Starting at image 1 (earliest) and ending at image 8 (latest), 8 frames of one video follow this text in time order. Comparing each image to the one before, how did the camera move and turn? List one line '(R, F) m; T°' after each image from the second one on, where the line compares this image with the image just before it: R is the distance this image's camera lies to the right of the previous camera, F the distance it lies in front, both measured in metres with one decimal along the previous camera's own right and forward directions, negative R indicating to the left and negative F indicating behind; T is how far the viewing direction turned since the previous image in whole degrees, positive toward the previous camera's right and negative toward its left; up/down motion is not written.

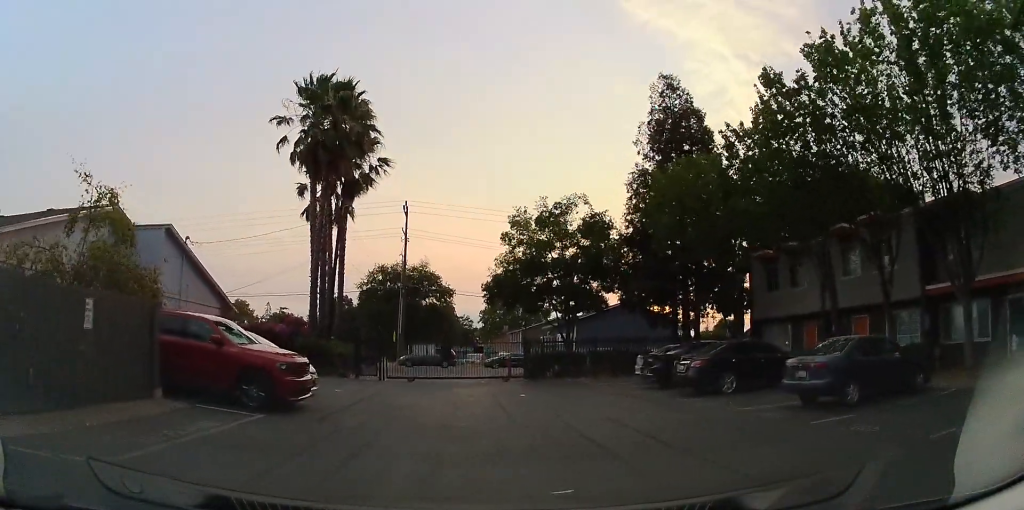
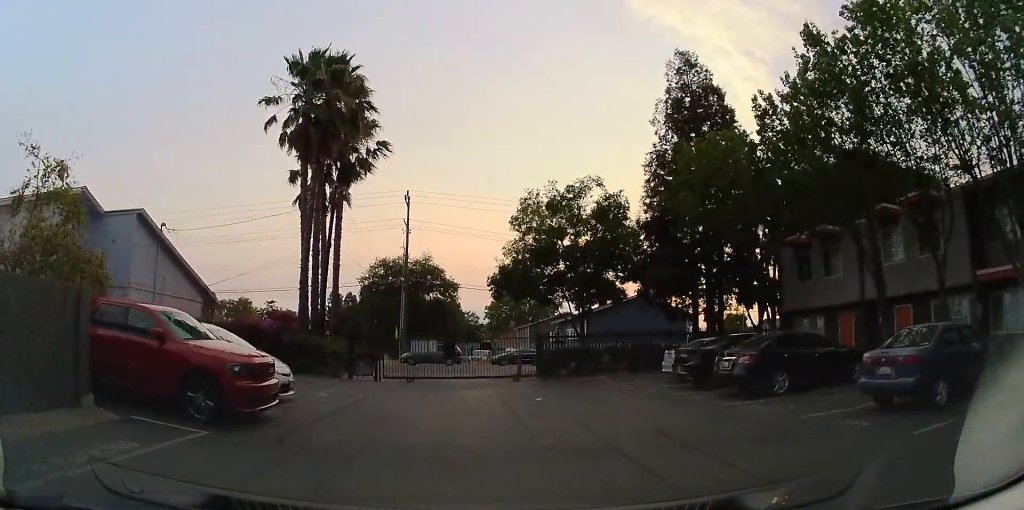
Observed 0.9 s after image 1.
(0.0, +2.3) m; 0°
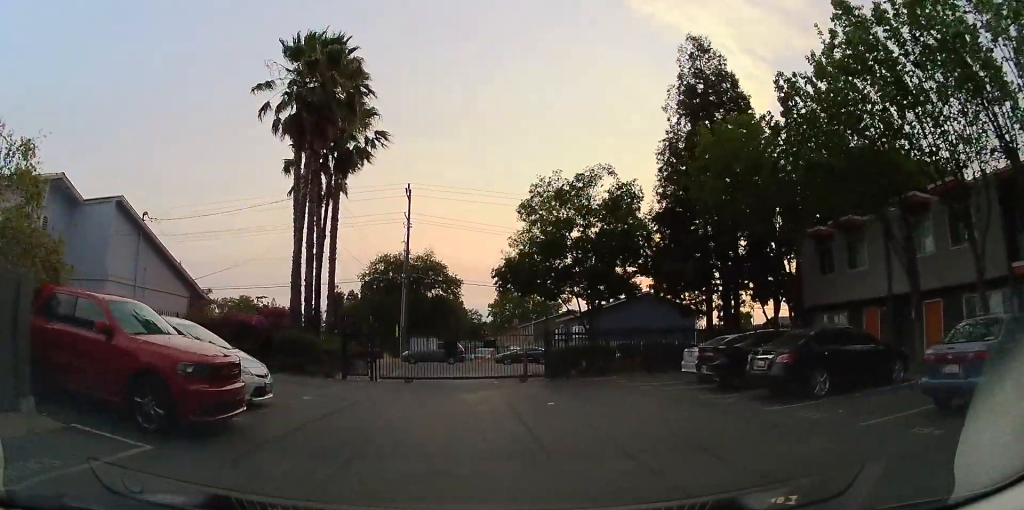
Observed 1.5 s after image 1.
(0.0, +1.5) m; 0°
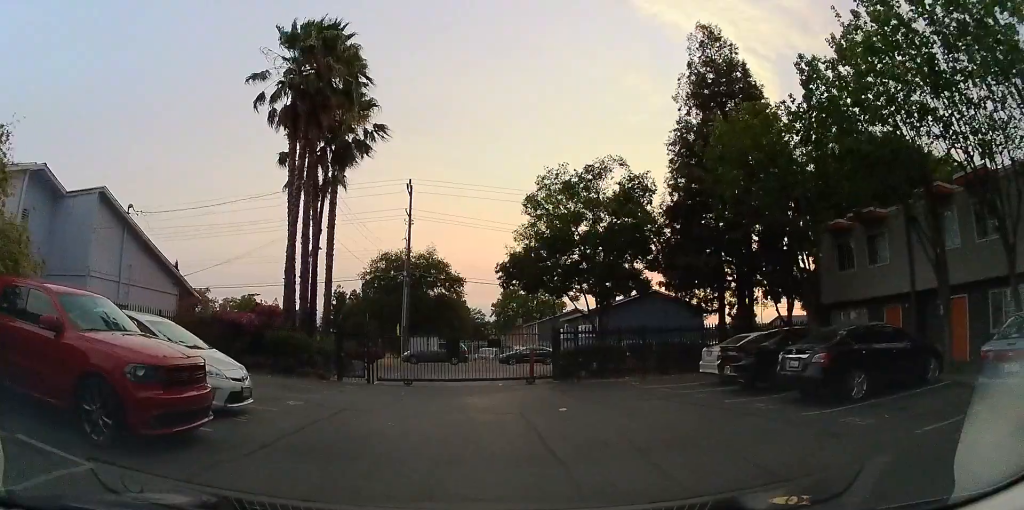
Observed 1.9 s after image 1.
(0.0, +1.1) m; 0°
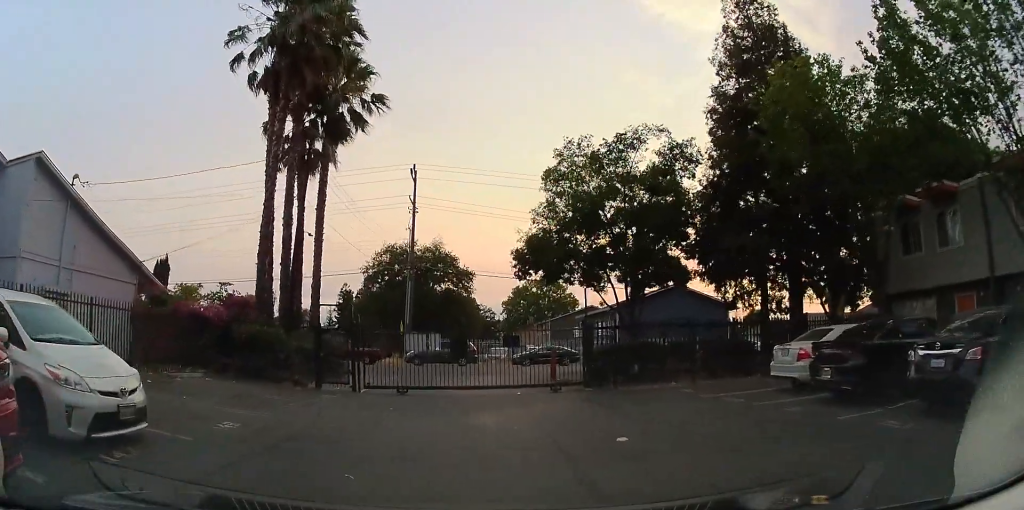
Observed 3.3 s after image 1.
(0.0, +3.5) m; 0°
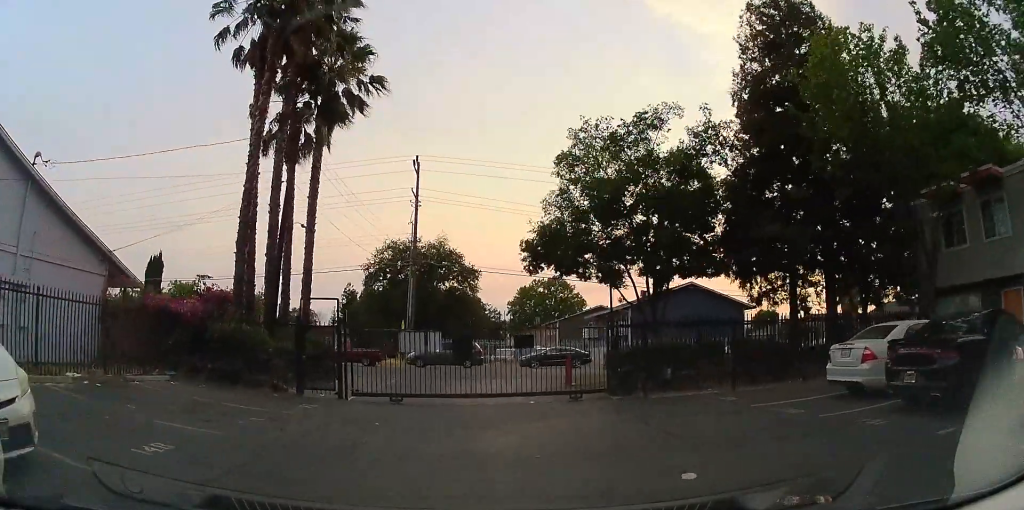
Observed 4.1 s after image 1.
(0.0, +2.1) m; 0°
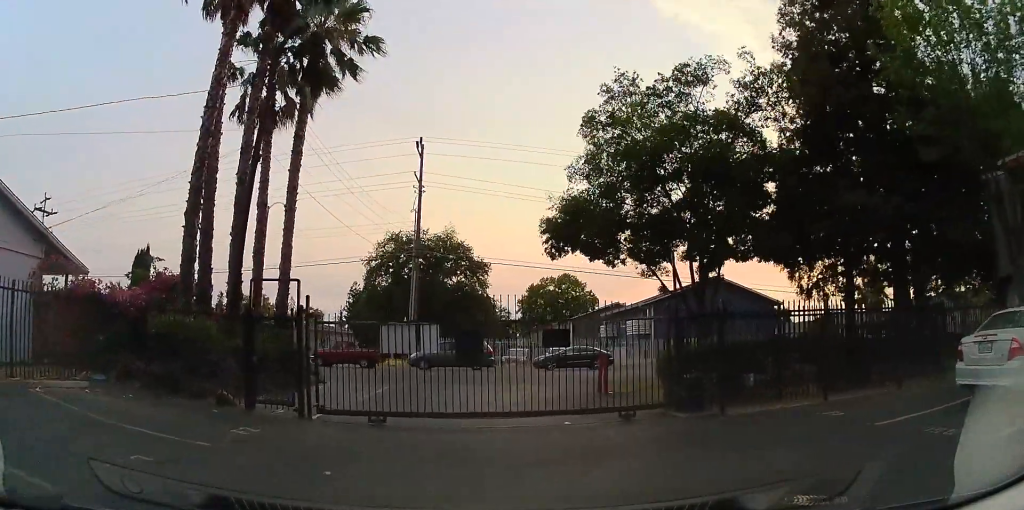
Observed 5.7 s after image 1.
(0.0, +3.8) m; 0°
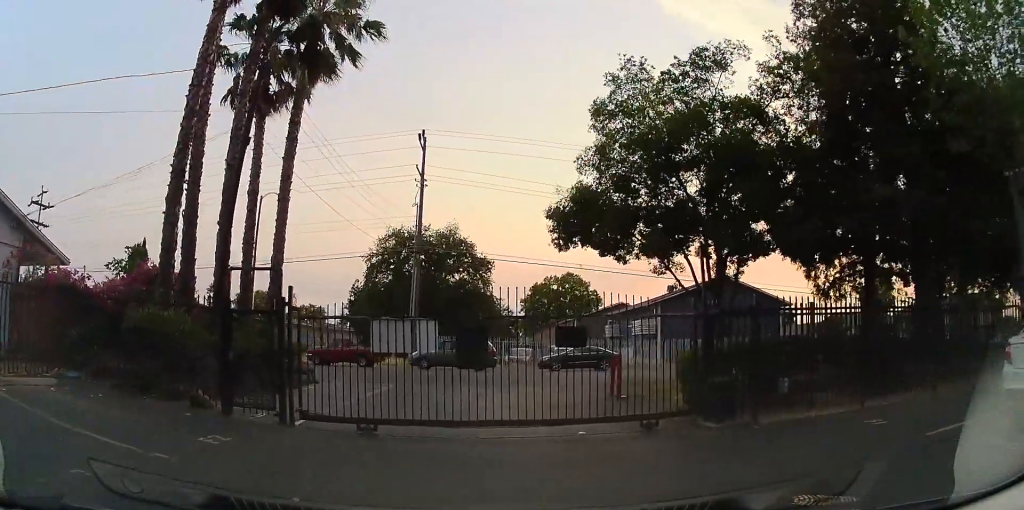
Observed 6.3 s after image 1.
(0.0, +1.1) m; 0°
